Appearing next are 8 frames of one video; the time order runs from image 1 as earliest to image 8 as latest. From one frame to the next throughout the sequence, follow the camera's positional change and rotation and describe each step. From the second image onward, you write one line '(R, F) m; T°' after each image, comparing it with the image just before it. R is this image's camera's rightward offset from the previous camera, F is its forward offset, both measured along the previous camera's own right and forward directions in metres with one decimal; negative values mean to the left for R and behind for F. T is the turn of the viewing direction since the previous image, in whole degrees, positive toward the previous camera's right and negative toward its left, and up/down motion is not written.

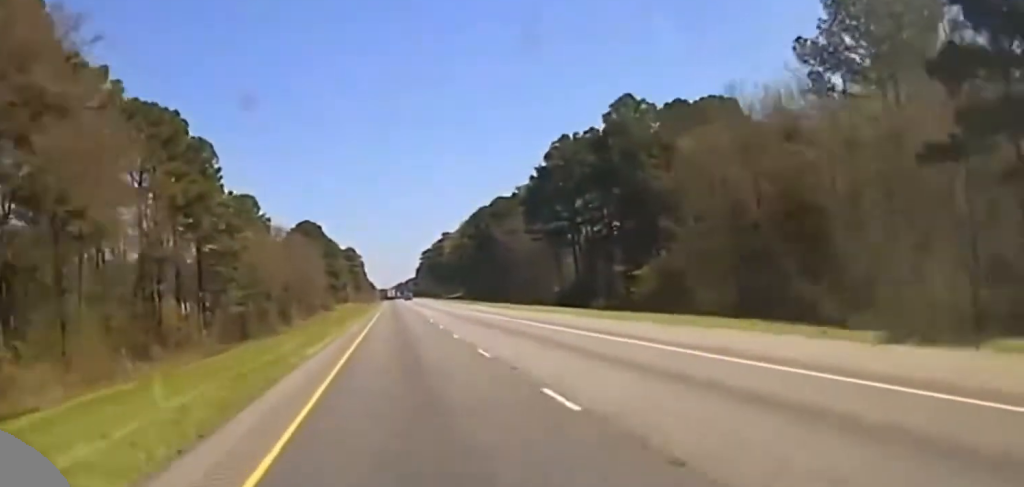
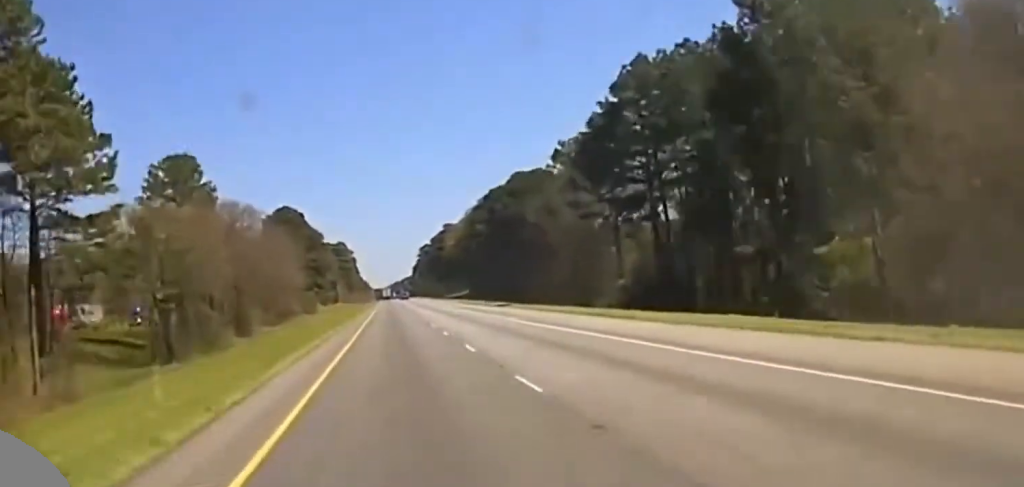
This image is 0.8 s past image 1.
(-0.3, +46.3) m; 0°
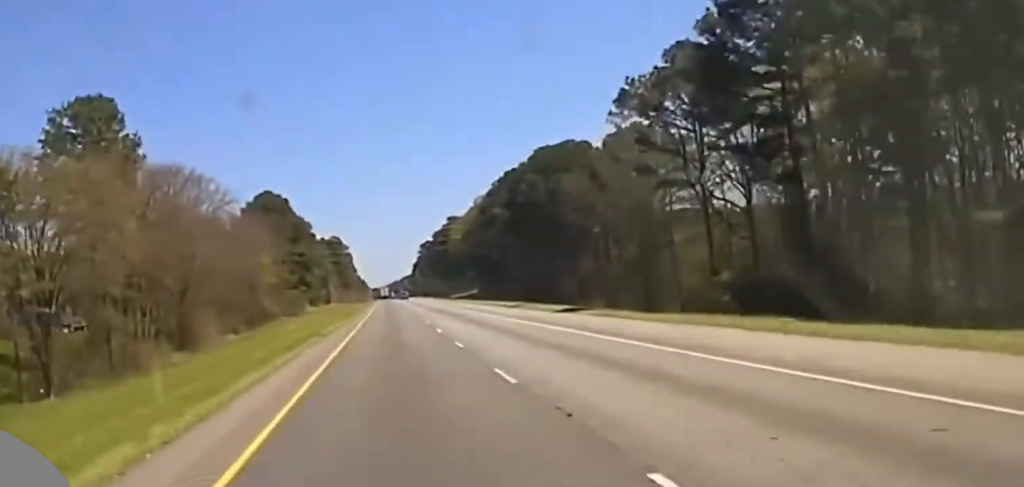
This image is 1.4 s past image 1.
(+0.3, +39.2) m; 0°
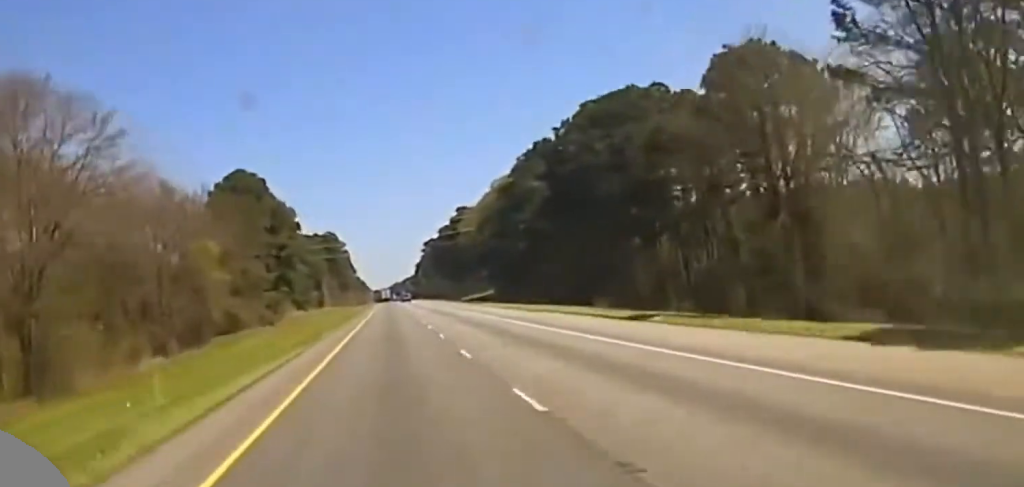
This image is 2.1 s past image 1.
(+0.1, +44.3) m; 0°
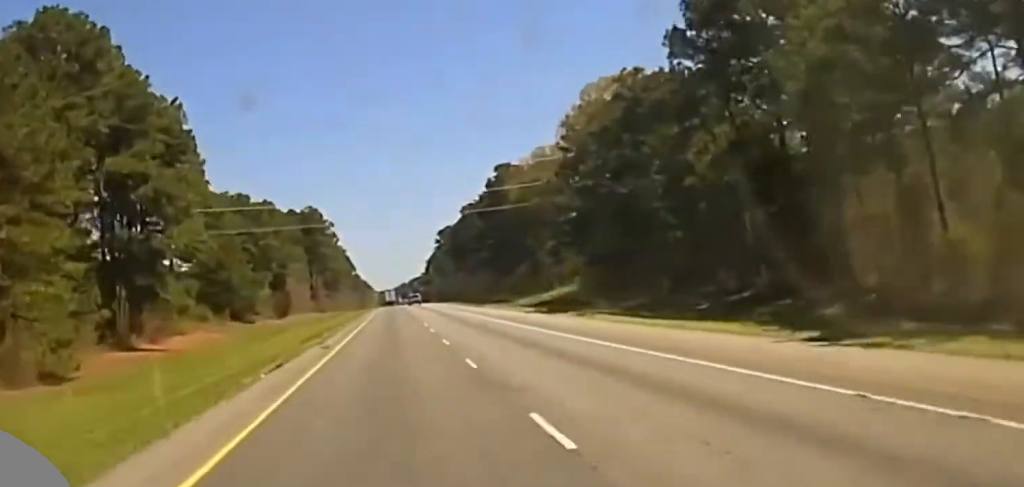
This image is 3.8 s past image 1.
(-0.2, +98.3) m; -1°
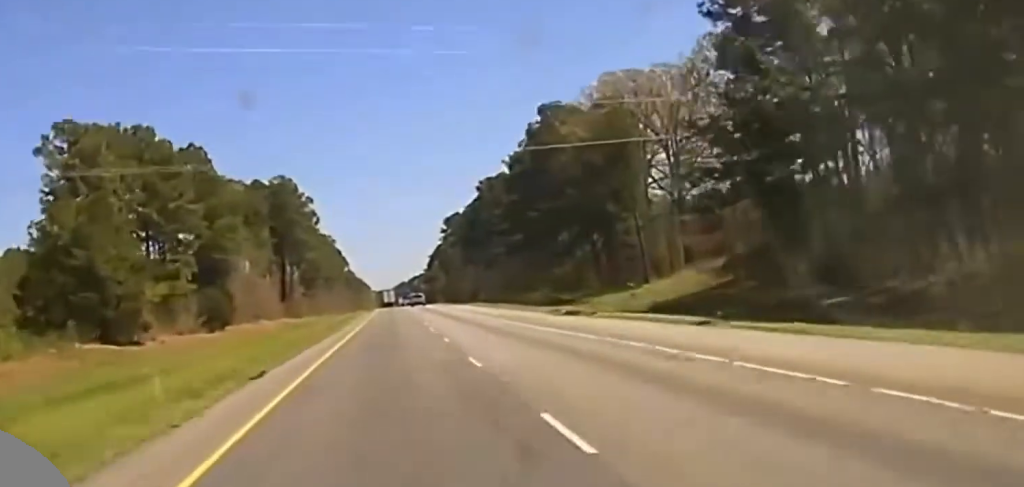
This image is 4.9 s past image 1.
(-0.2, +58.0) m; 0°
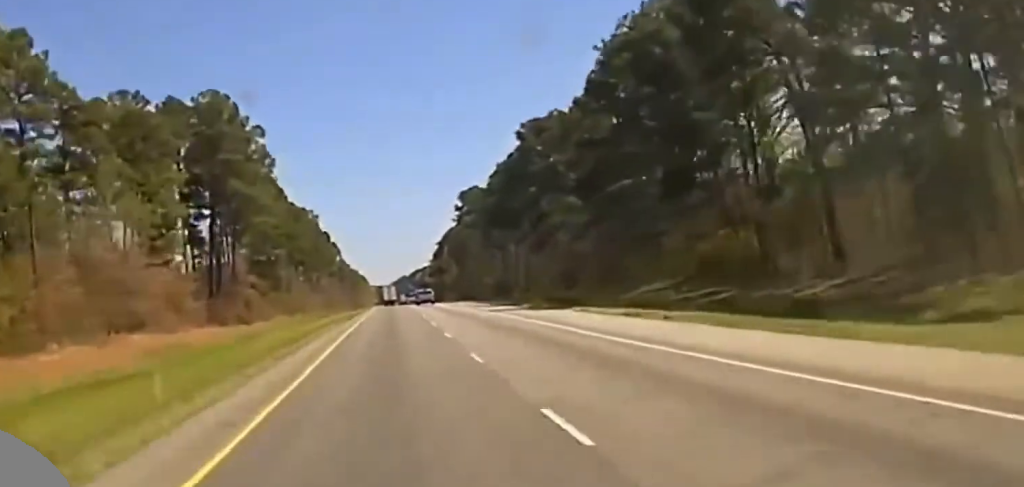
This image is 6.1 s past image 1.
(+0.3, +70.9) m; 0°
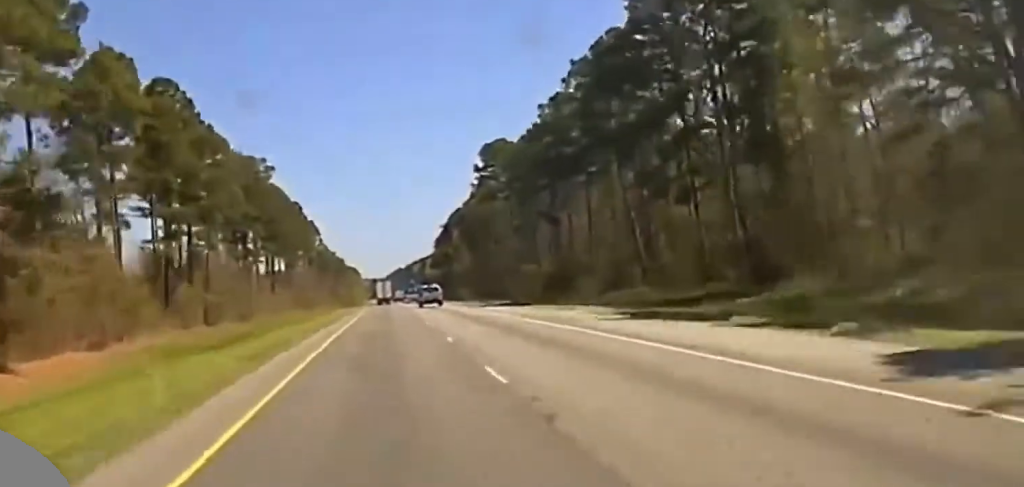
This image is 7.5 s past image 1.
(-0.1, +79.8) m; 0°
